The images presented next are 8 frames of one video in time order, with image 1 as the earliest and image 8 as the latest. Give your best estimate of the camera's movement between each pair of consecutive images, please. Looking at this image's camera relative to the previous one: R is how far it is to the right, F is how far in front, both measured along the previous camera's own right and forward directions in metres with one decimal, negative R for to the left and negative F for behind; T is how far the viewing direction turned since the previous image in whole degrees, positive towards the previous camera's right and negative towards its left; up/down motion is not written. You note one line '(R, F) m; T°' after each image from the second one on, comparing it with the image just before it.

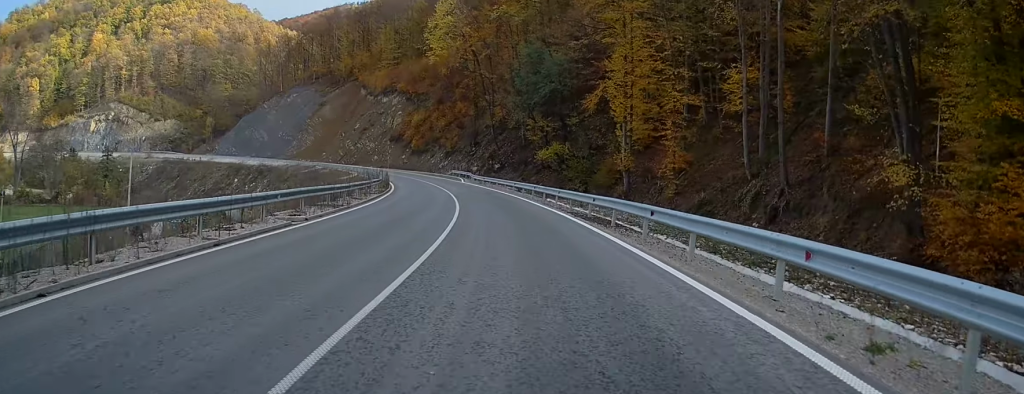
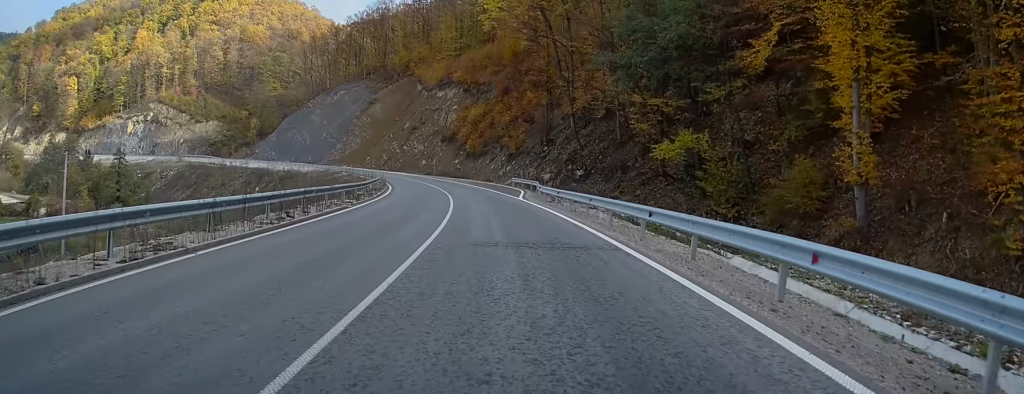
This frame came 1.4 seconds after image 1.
(-1.3, +32.0) m; -5°
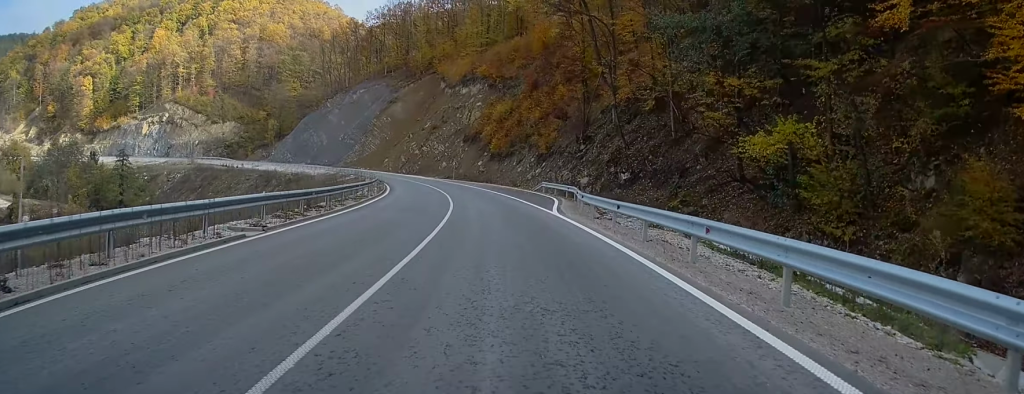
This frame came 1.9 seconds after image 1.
(-0.1, +12.2) m; -2°
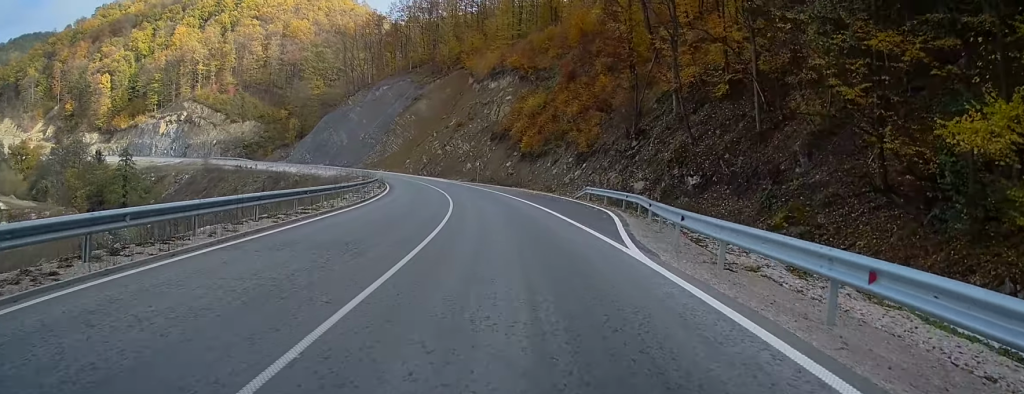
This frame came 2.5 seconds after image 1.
(-0.3, +12.5) m; -4°
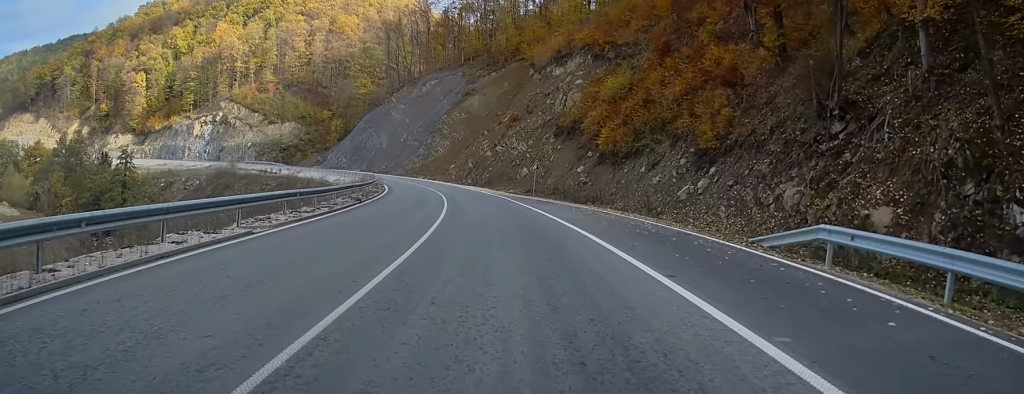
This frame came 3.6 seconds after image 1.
(-1.7, +25.0) m; -6°
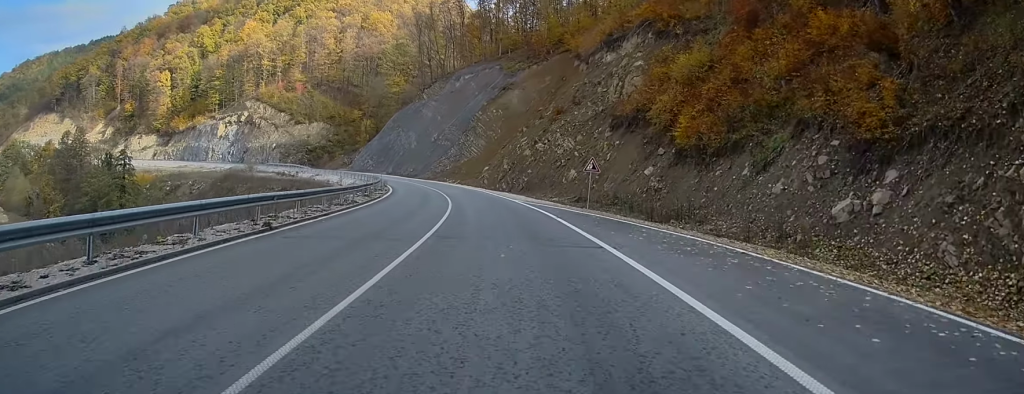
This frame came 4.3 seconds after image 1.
(-0.3, +14.9) m; -3°
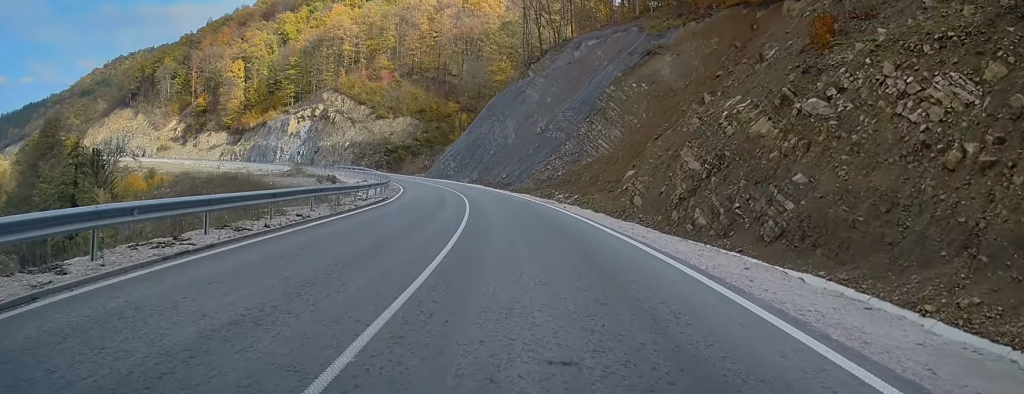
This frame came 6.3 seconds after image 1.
(-3.6, +43.5) m; -12°
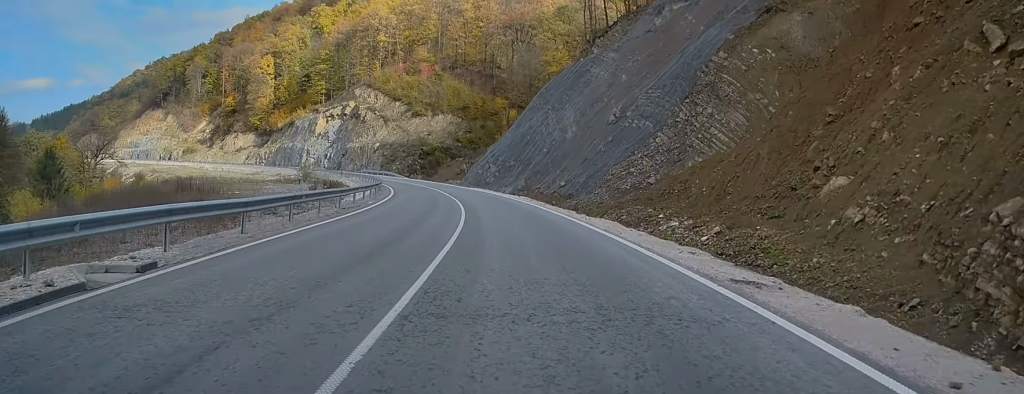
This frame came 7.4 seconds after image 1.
(-1.9, +25.9) m; -7°
